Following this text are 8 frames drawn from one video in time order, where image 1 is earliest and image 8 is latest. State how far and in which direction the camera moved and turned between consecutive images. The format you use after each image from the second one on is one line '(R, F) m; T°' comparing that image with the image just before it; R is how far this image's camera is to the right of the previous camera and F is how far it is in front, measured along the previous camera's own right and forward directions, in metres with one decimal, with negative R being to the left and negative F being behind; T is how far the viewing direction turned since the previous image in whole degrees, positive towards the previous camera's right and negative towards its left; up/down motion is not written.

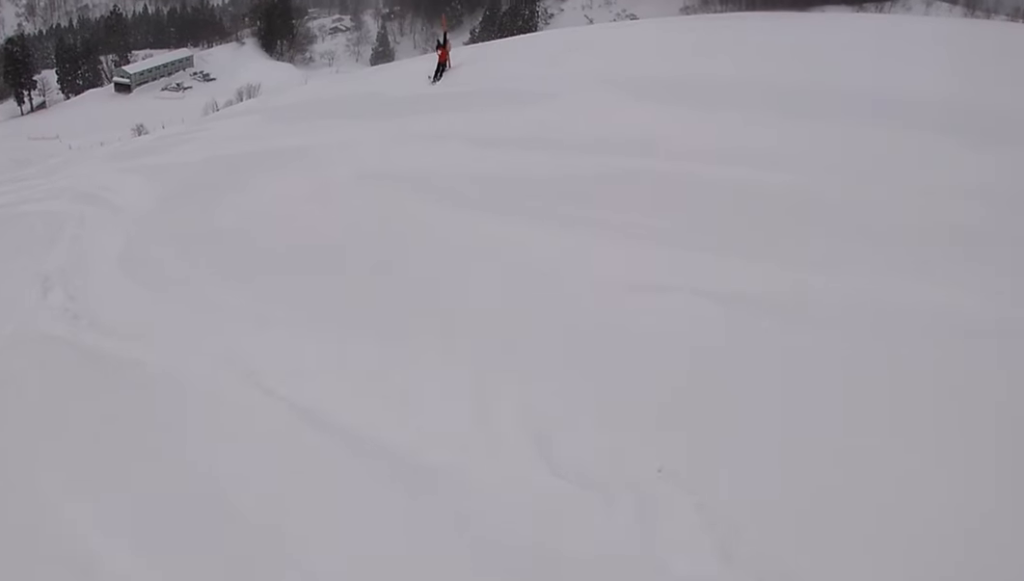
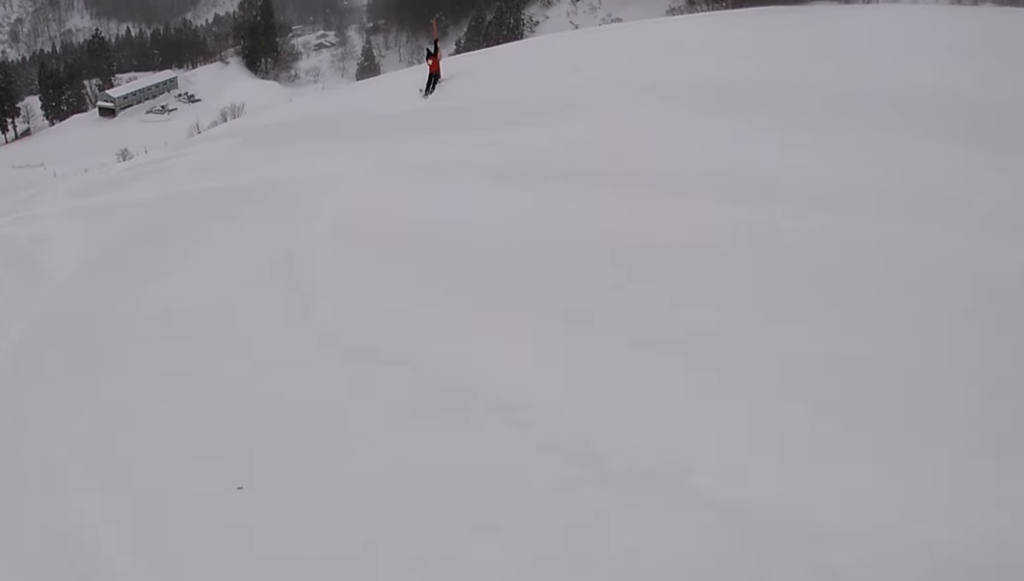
(-0.1, +2.4) m; -2°
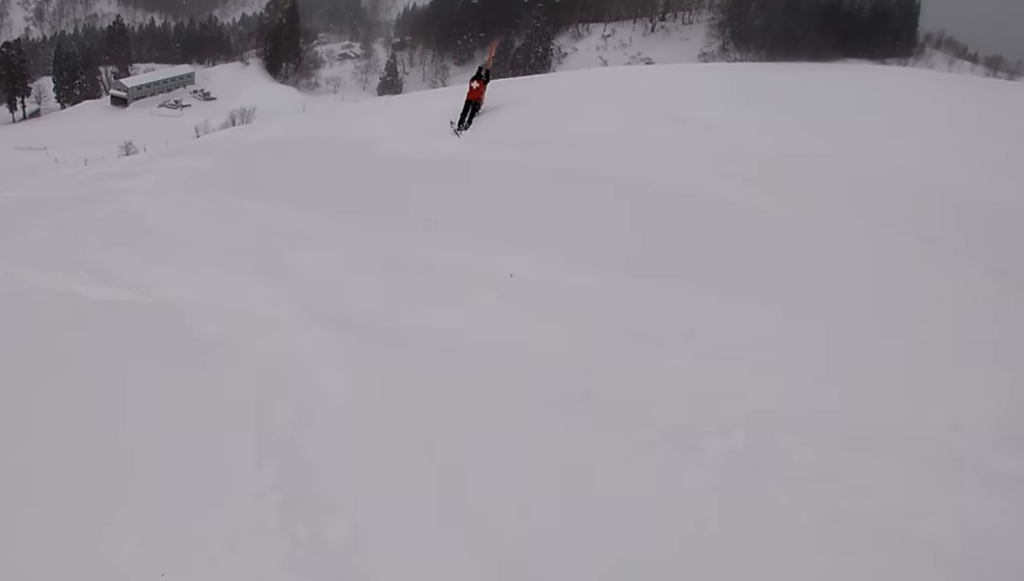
(-0.1, +6.1) m; -11°
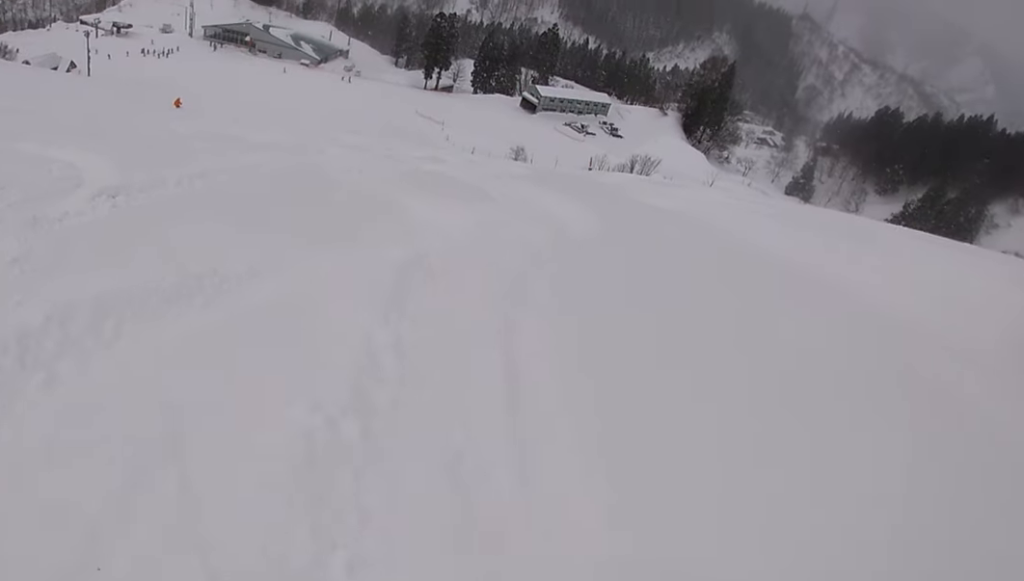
(-2.6, +7.2) m; -39°
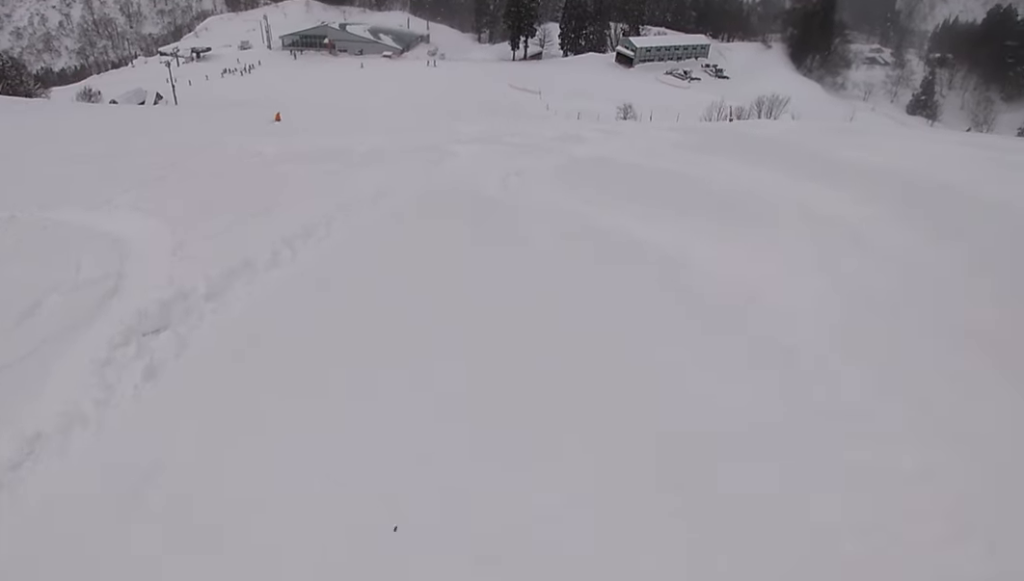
(-0.2, +4.9) m; -2°
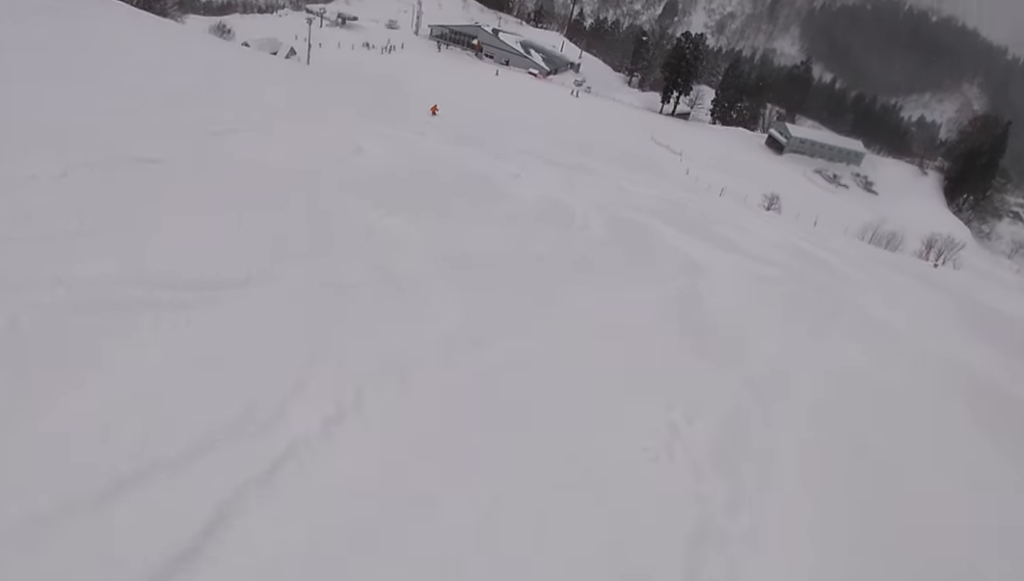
(-0.1, +8.0) m; -1°
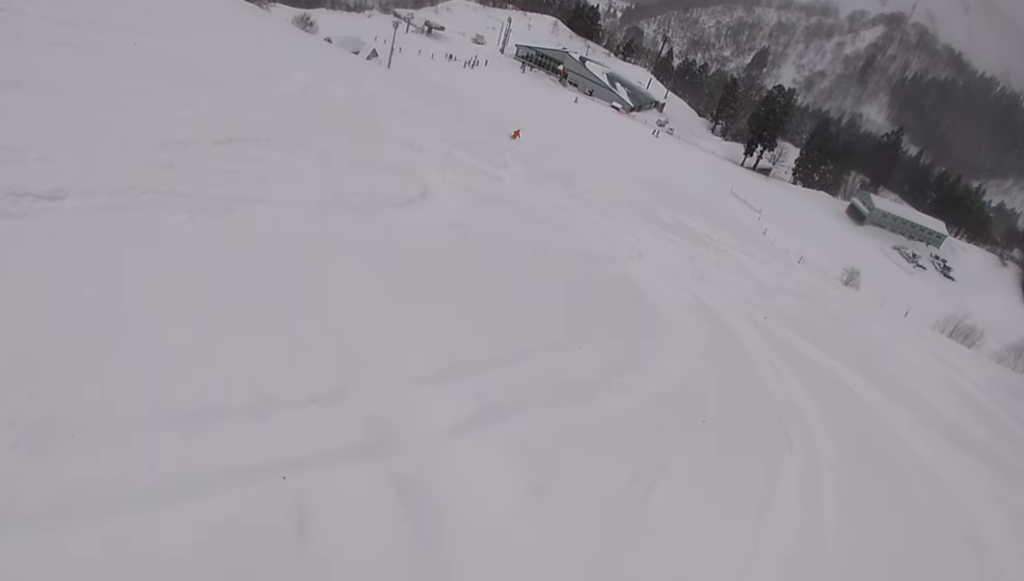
(0.0, +4.0) m; -7°
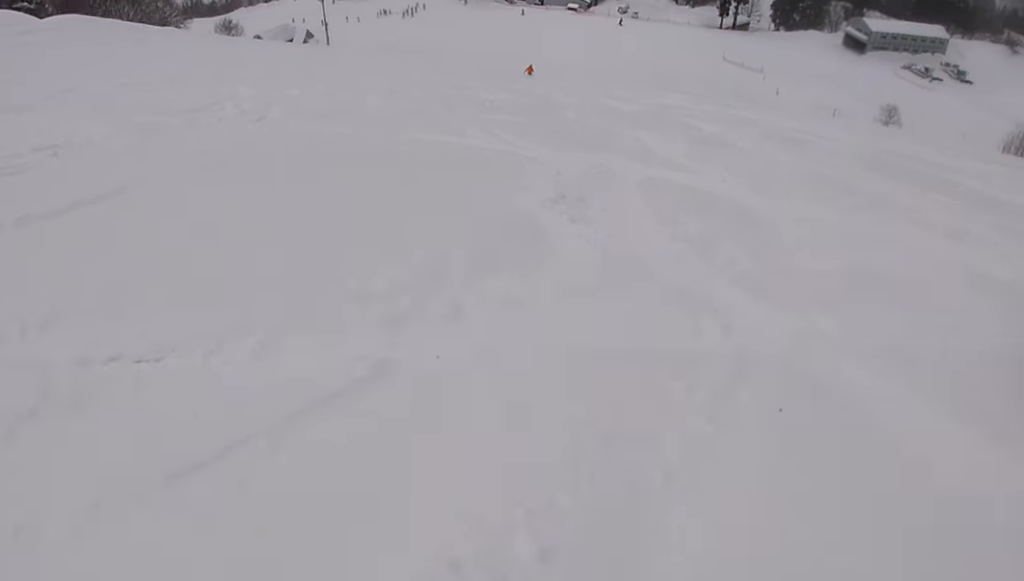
(-1.4, +9.0) m; -5°
